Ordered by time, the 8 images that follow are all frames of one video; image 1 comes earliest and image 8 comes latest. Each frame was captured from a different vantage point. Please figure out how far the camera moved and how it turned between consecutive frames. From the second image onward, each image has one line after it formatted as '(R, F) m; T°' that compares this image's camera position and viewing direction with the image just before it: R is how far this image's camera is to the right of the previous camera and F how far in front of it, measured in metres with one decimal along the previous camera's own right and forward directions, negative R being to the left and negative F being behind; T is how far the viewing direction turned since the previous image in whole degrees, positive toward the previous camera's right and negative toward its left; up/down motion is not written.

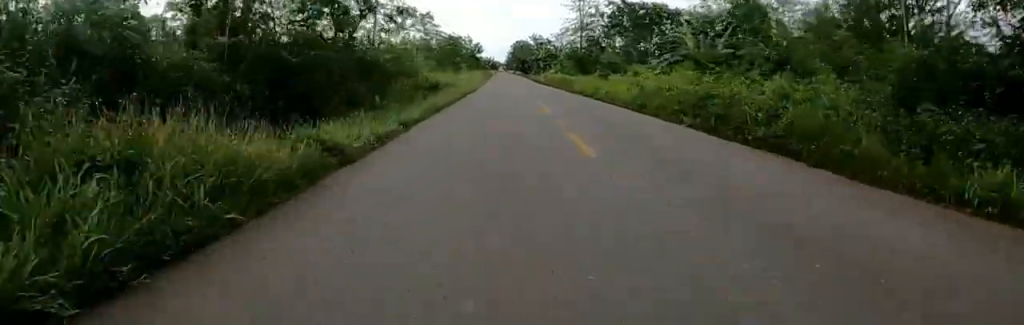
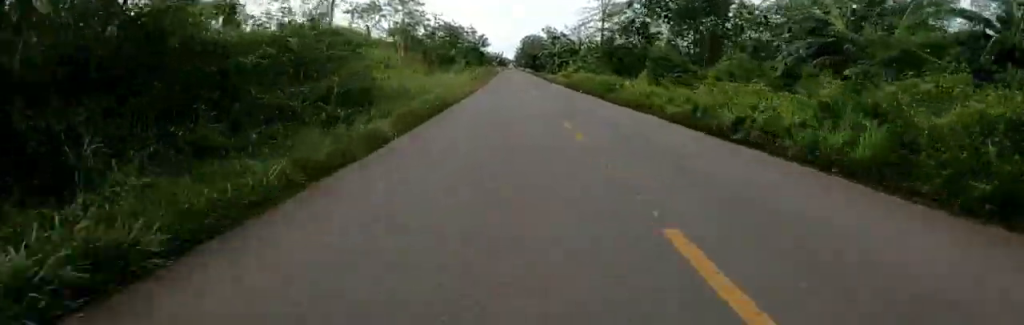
(-0.1, +14.4) m; -1°
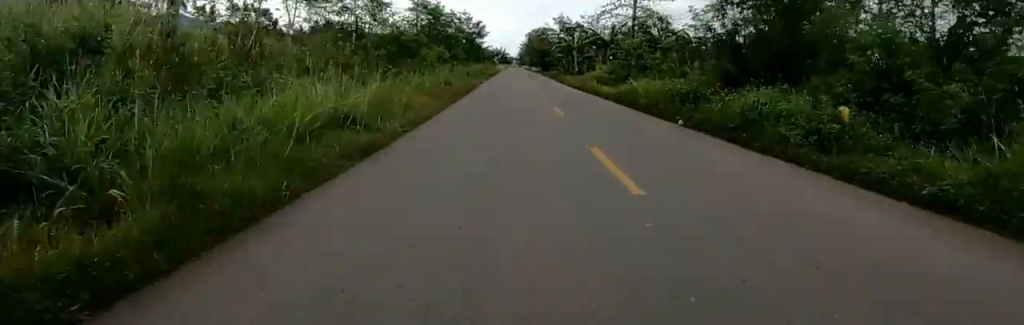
(0.0, +20.2) m; +1°
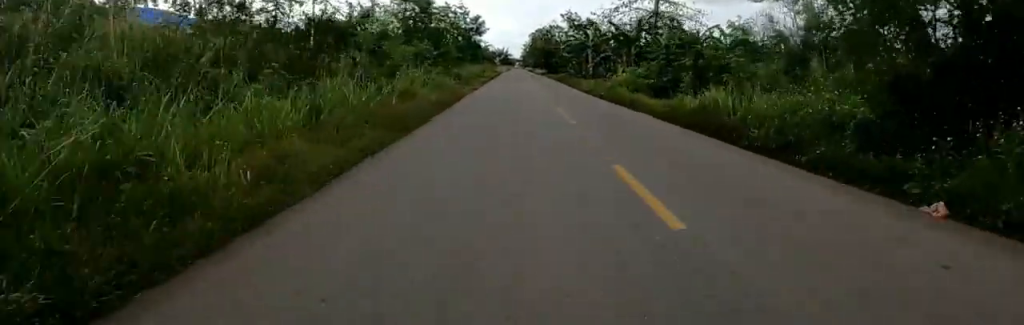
(+0.2, +9.3) m; 0°
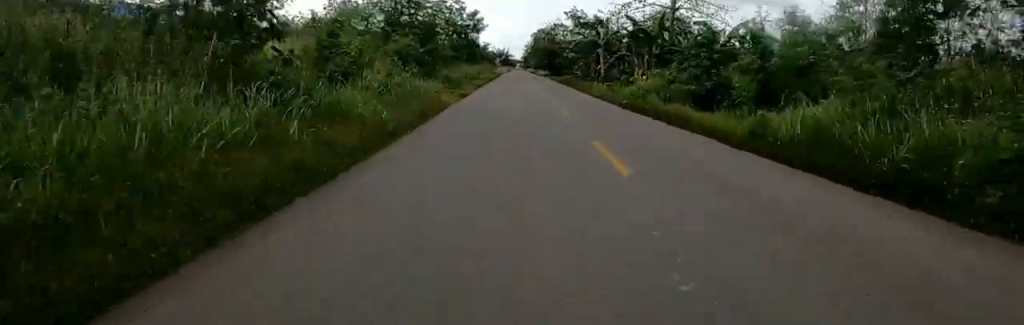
(0.0, +5.5) m; 0°
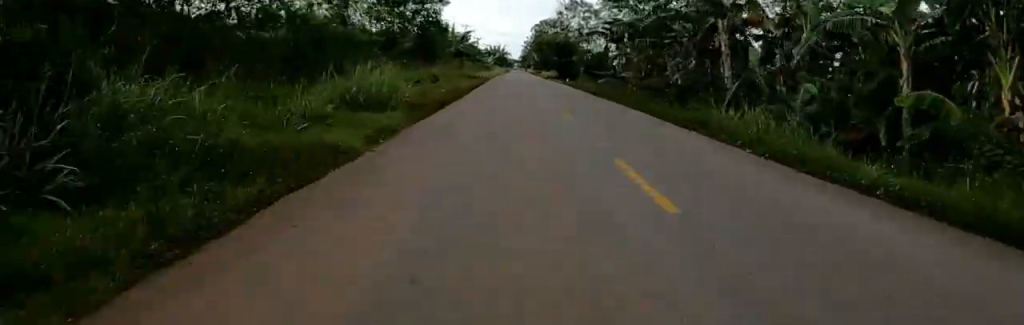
(-0.3, +26.3) m; 0°
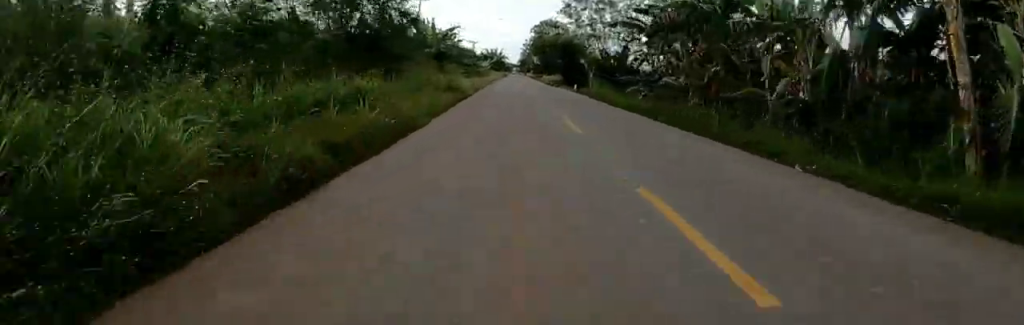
(+0.2, +9.9) m; 0°
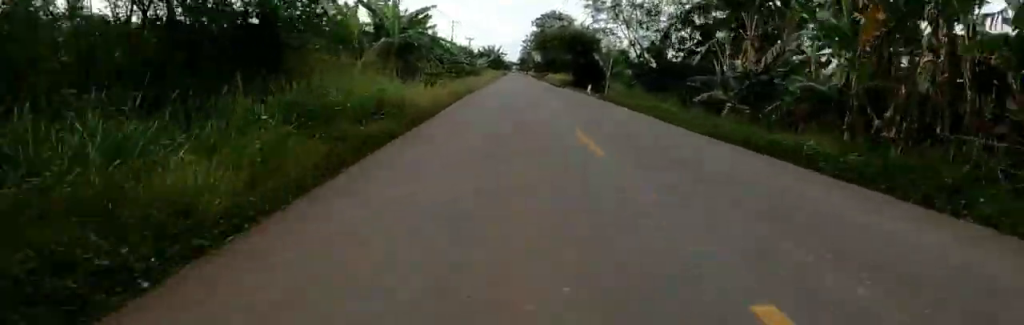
(-0.2, +11.2) m; 0°
